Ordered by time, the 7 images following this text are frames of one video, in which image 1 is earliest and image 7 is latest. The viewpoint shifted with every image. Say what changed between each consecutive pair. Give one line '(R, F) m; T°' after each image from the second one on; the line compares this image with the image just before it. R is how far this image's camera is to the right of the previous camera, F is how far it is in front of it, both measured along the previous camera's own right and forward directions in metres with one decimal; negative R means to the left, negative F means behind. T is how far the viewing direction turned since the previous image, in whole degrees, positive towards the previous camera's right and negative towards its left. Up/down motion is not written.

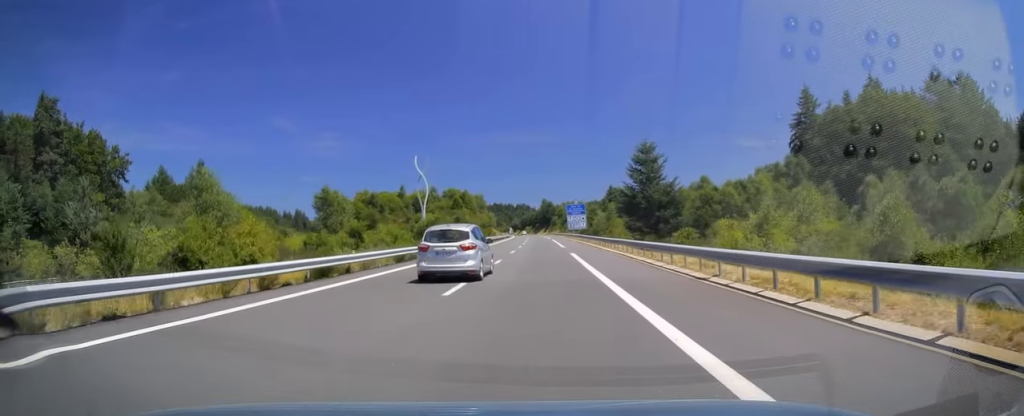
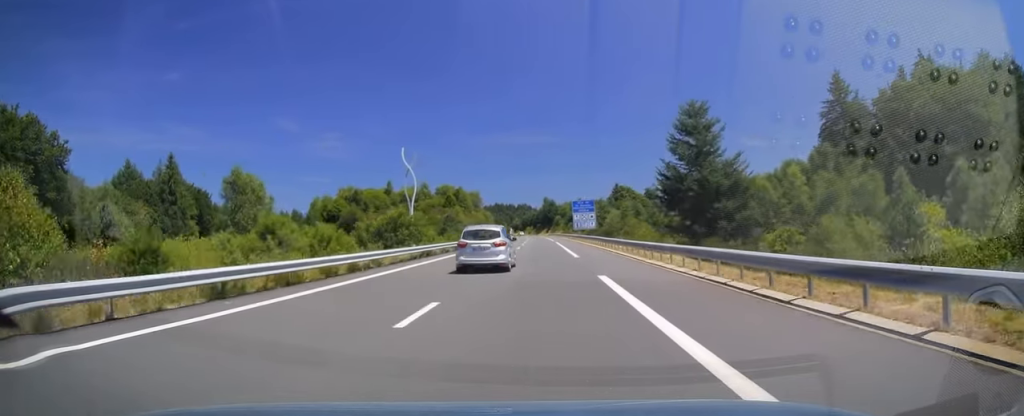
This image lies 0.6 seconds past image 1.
(-0.2, +17.6) m; 0°
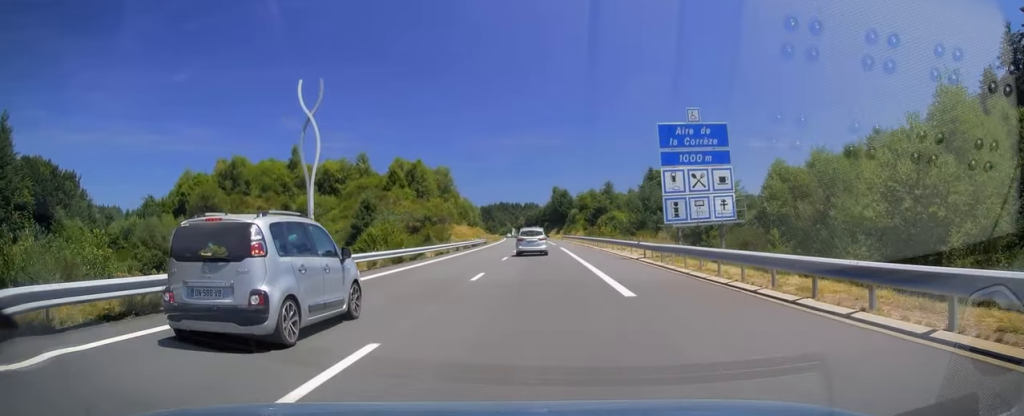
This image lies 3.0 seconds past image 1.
(-0.3, +69.9) m; -1°
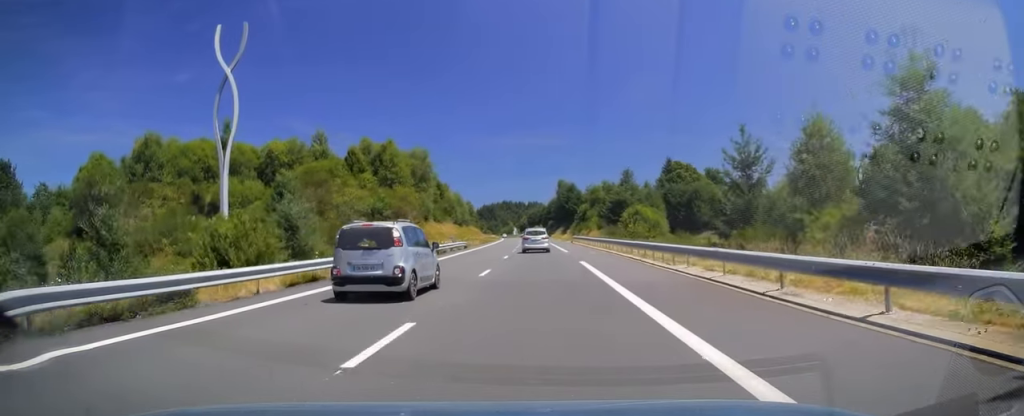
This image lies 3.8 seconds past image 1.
(0.0, +24.5) m; 0°
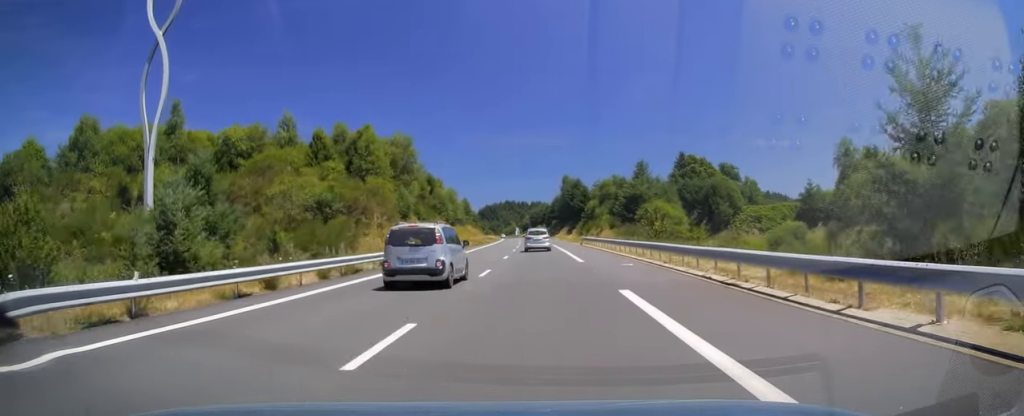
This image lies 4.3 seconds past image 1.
(0.0, +13.2) m; 0°
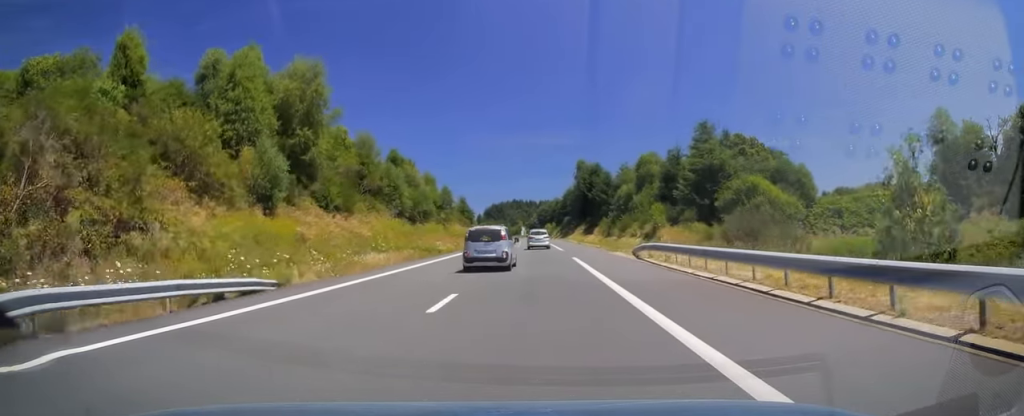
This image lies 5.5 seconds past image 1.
(-0.3, +34.8) m; -1°
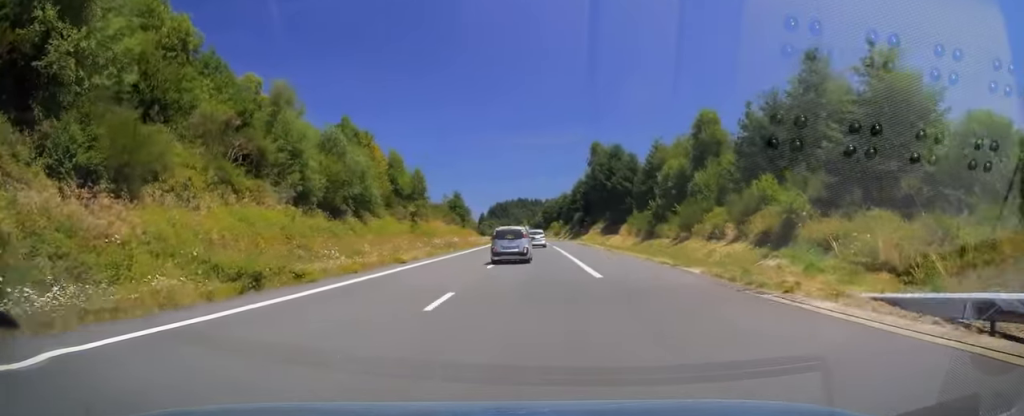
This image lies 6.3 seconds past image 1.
(-0.1, +26.0) m; 0°
